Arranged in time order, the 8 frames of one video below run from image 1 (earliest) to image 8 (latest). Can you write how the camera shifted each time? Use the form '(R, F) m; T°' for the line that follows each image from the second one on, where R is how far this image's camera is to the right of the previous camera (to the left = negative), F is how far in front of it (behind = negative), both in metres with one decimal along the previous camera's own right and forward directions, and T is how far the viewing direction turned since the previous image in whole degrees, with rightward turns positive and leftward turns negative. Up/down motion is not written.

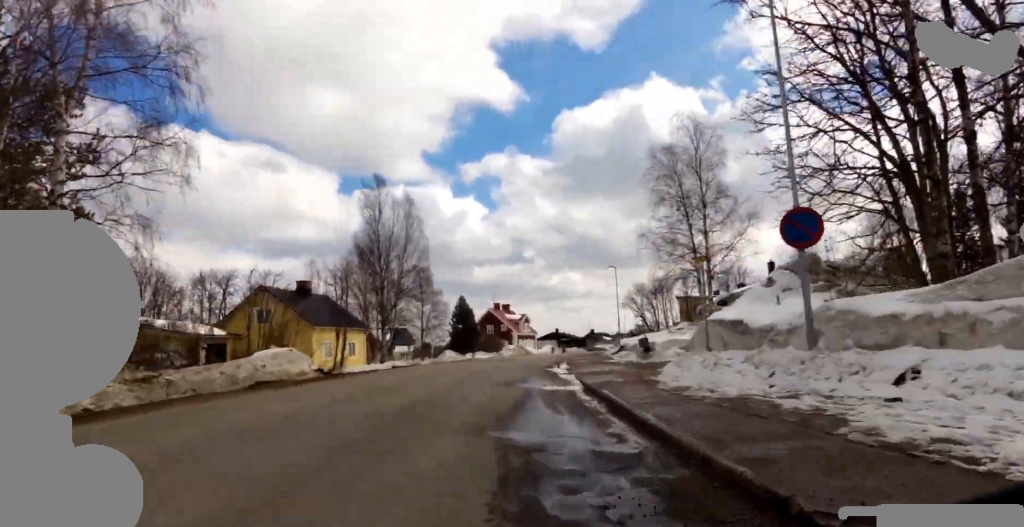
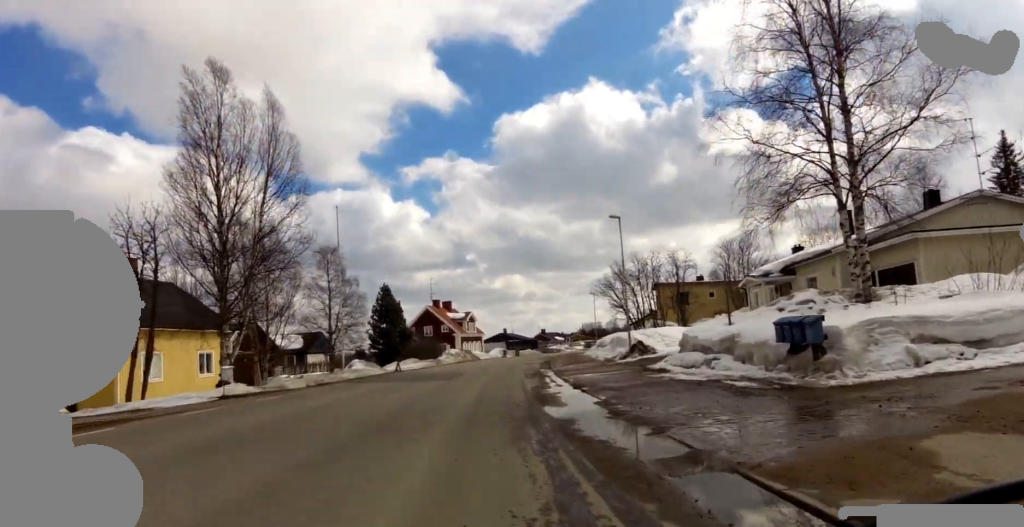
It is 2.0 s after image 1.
(+1.1, +17.2) m; +4°
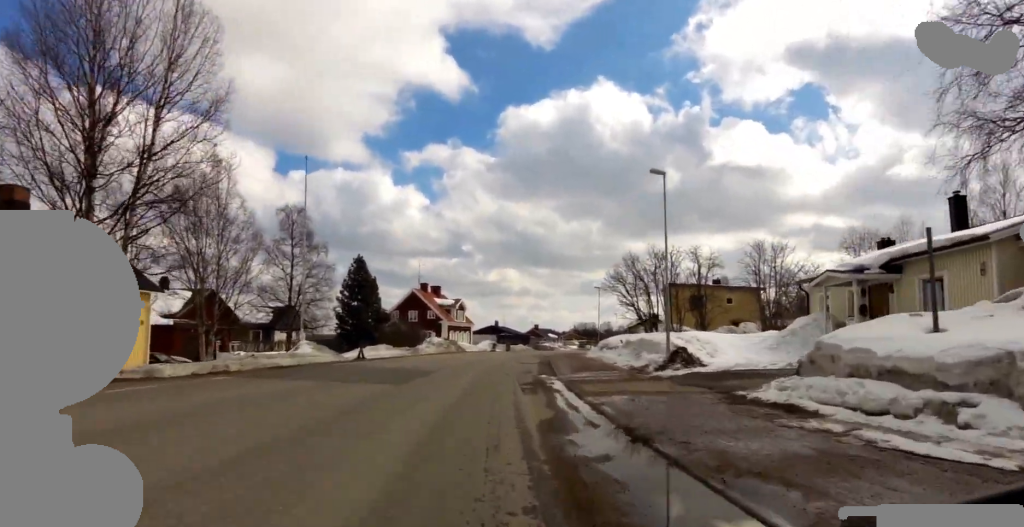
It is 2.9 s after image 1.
(+0.1, +7.8) m; +4°
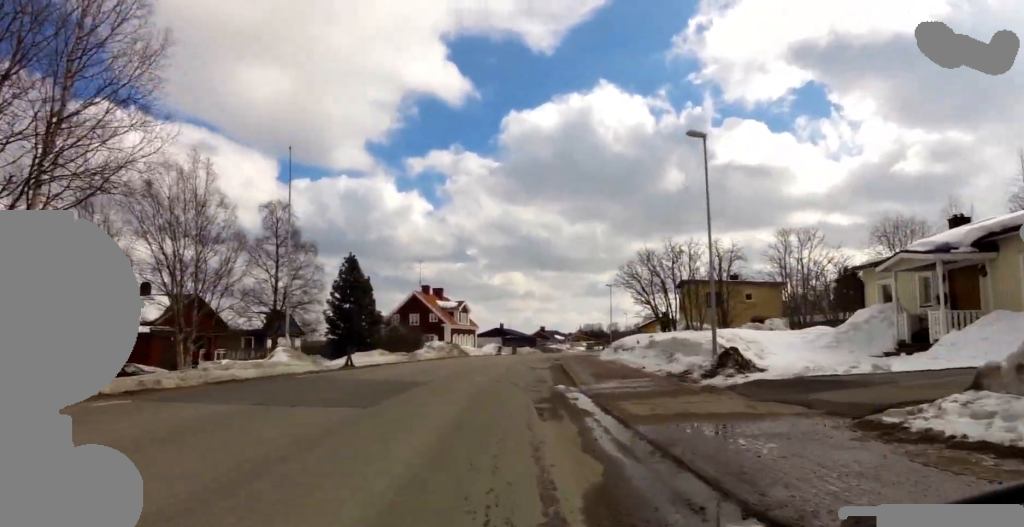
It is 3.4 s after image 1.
(+0.3, +3.8) m; +3°
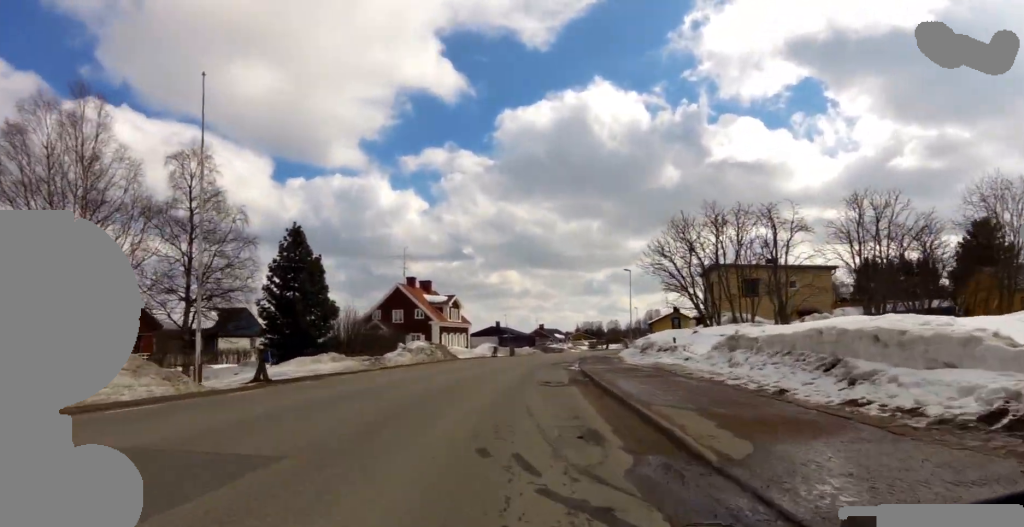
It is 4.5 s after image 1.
(-0.1, +10.3) m; -7°
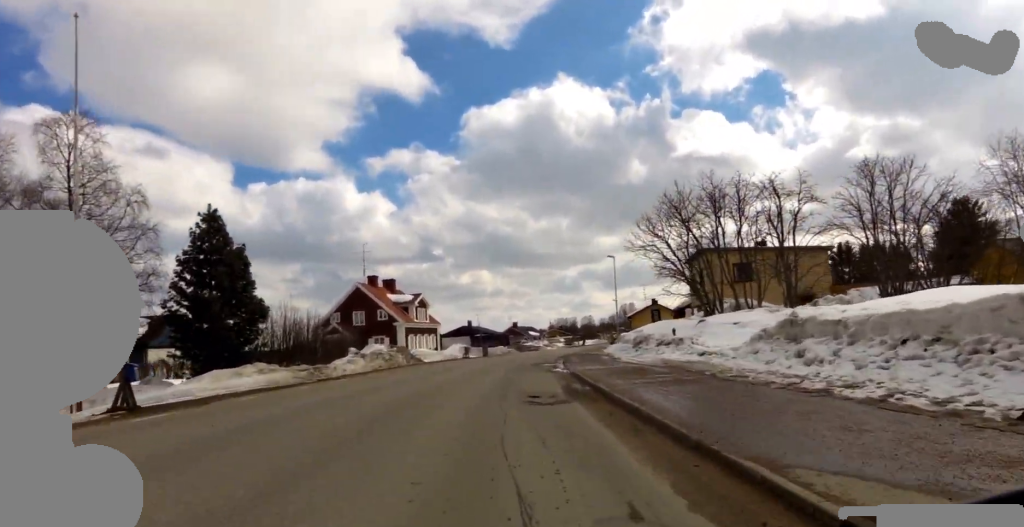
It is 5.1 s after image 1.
(-0.7, +5.2) m; +1°
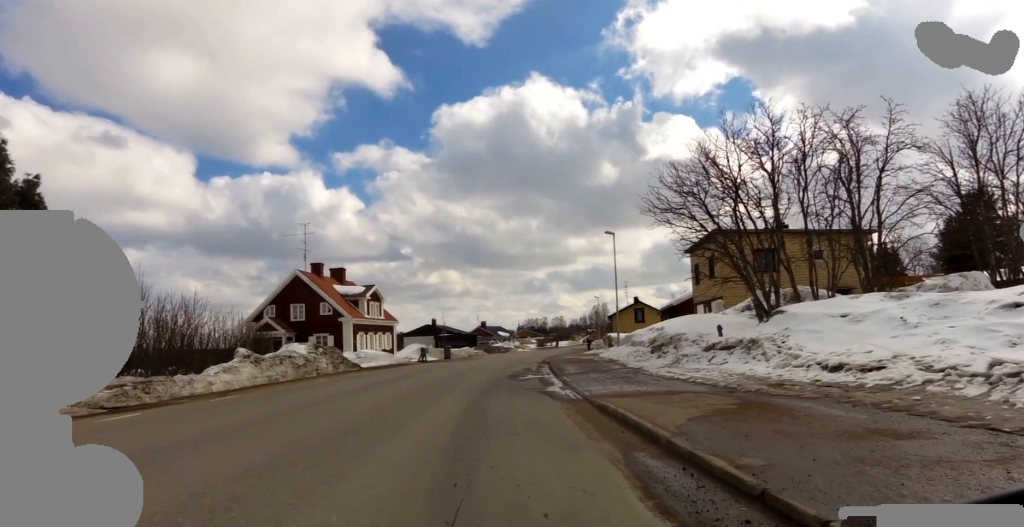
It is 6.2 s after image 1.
(+0.9, +9.4) m; +7°
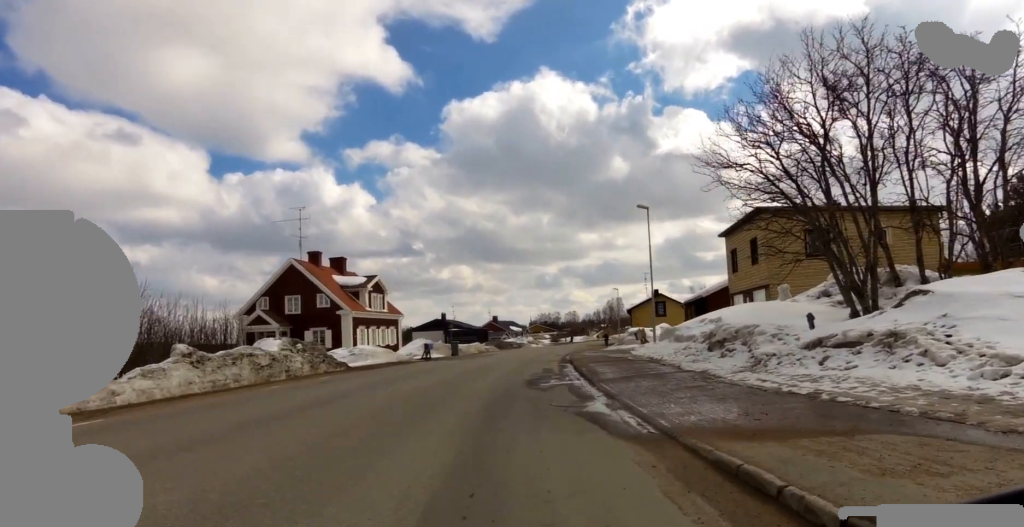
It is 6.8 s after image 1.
(+0.1, +4.7) m; +2°
